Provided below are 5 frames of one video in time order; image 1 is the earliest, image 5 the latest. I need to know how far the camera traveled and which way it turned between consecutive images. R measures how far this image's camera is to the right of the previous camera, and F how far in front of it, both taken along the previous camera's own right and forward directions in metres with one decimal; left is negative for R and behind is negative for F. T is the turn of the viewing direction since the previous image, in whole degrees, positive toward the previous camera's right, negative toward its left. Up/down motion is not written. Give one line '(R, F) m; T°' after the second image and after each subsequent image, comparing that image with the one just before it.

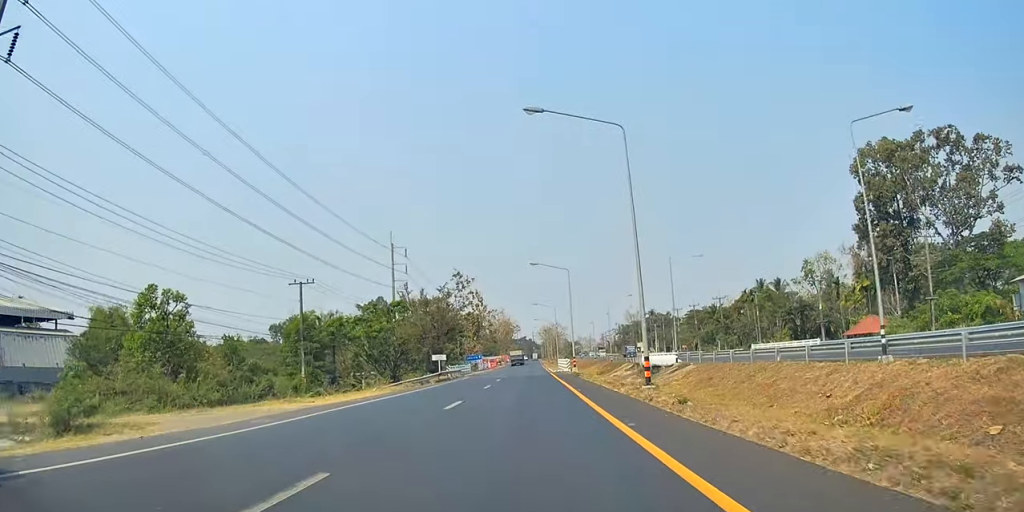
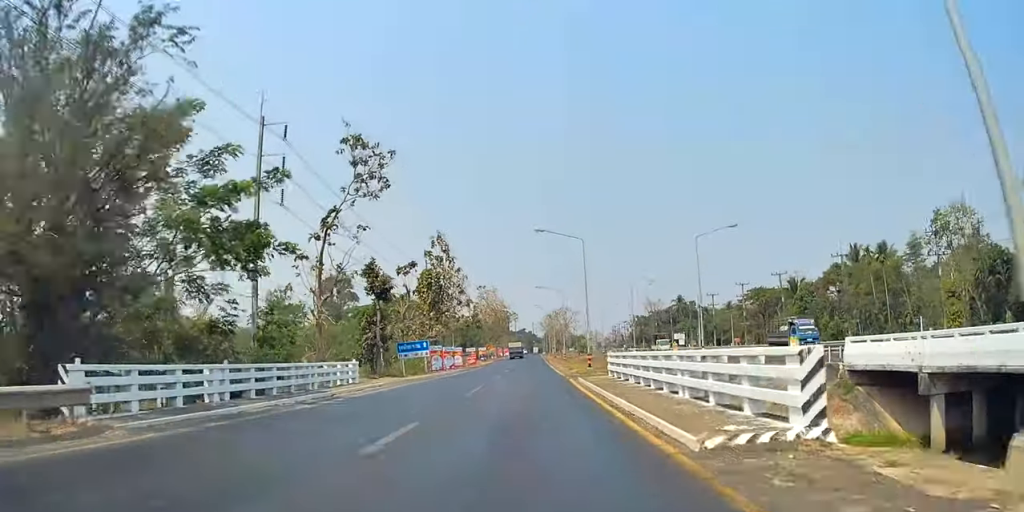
(0.0, +52.1) m; 0°
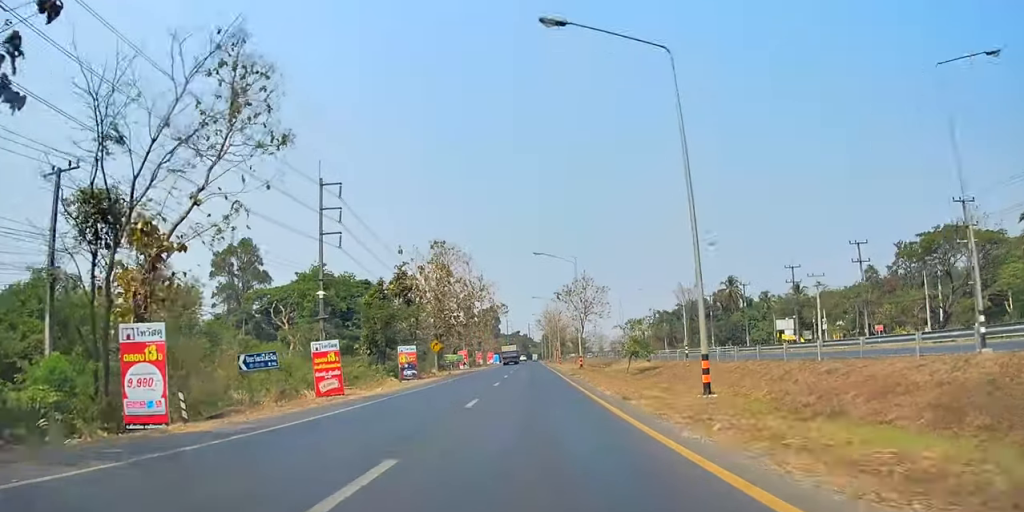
(0.0, +64.7) m; 0°
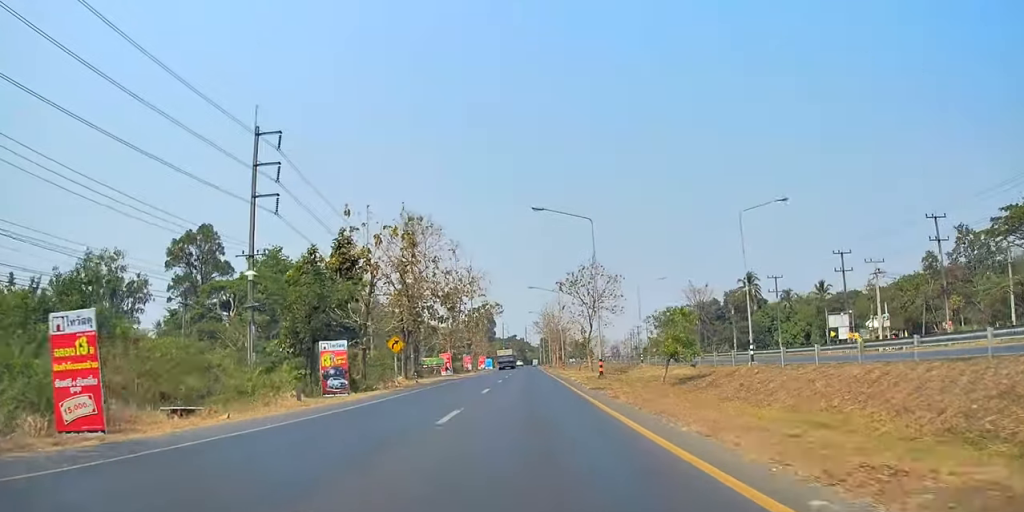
(+0.1, +15.7) m; +1°
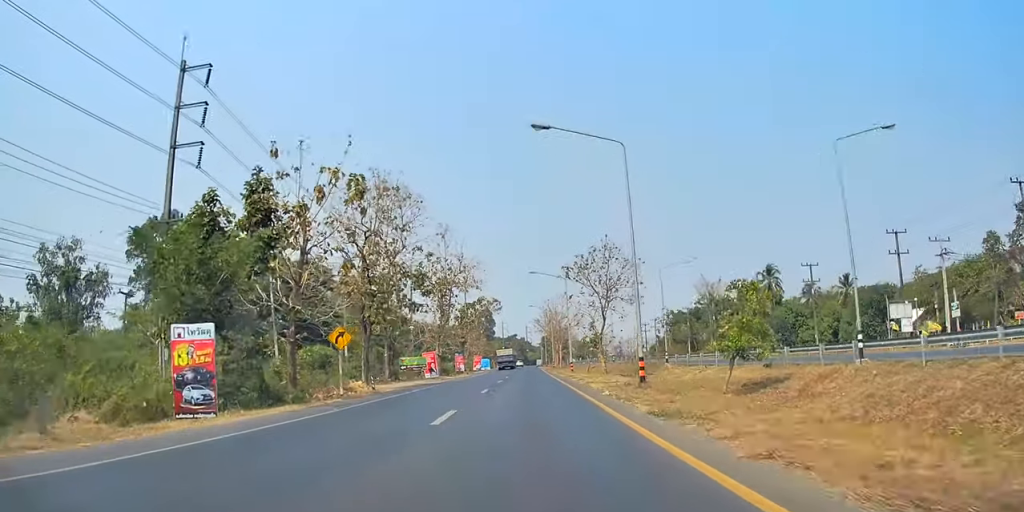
(+0.1, +12.6) m; 0°
